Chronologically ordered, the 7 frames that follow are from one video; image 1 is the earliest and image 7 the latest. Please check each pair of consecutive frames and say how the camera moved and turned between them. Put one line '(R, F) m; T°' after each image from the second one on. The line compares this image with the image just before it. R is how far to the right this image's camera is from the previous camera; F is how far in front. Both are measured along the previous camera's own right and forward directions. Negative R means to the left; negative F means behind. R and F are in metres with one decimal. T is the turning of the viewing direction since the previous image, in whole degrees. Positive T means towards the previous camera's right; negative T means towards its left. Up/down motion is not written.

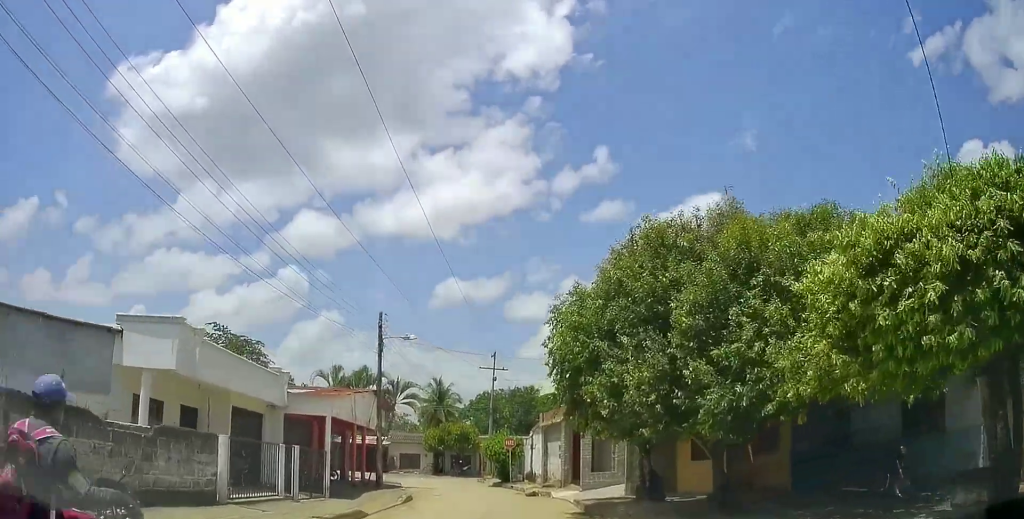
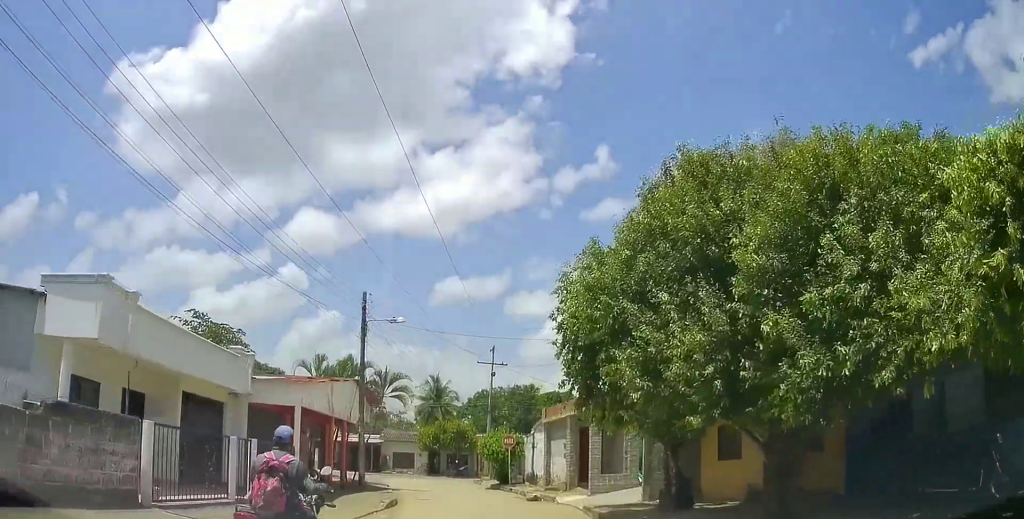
(-0.1, +2.8) m; 0°
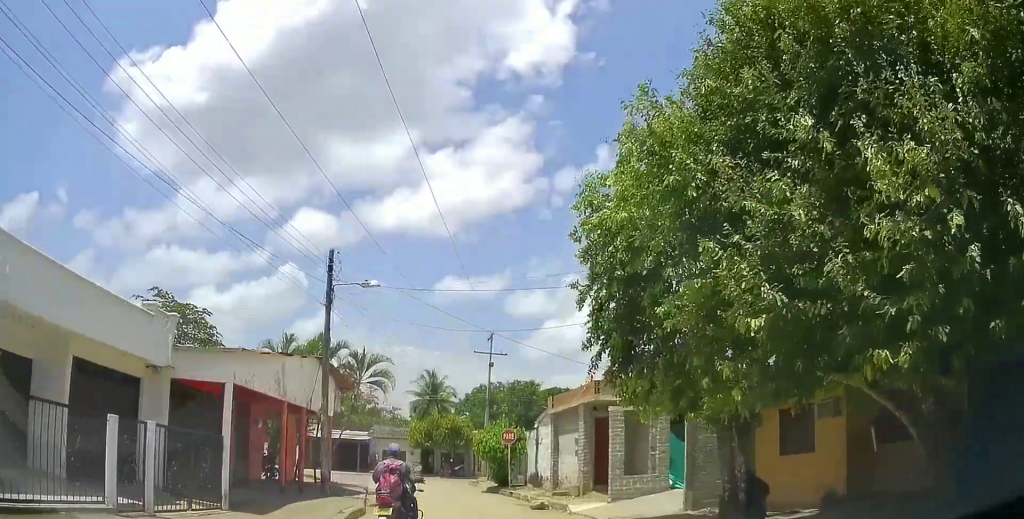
(-0.1, +4.2) m; -1°
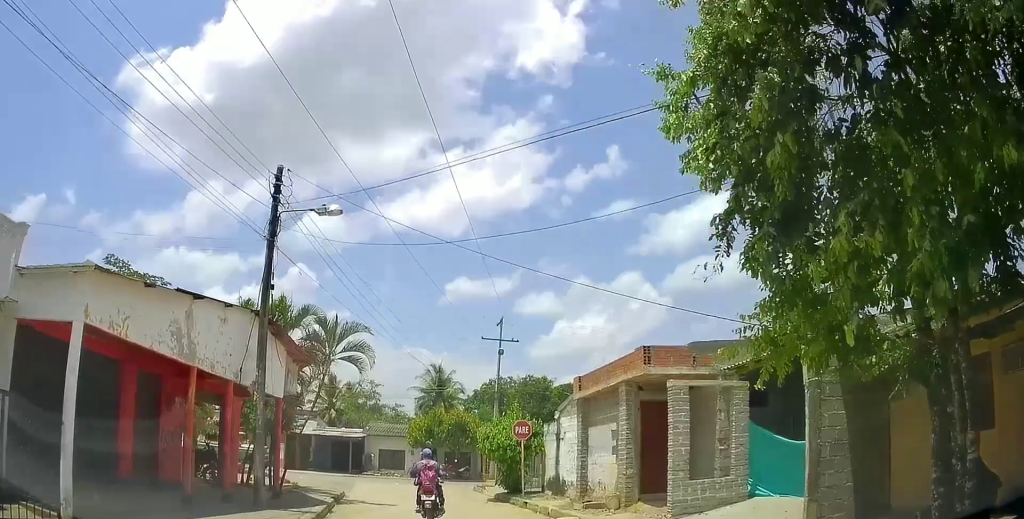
(0.0, +5.1) m; -4°
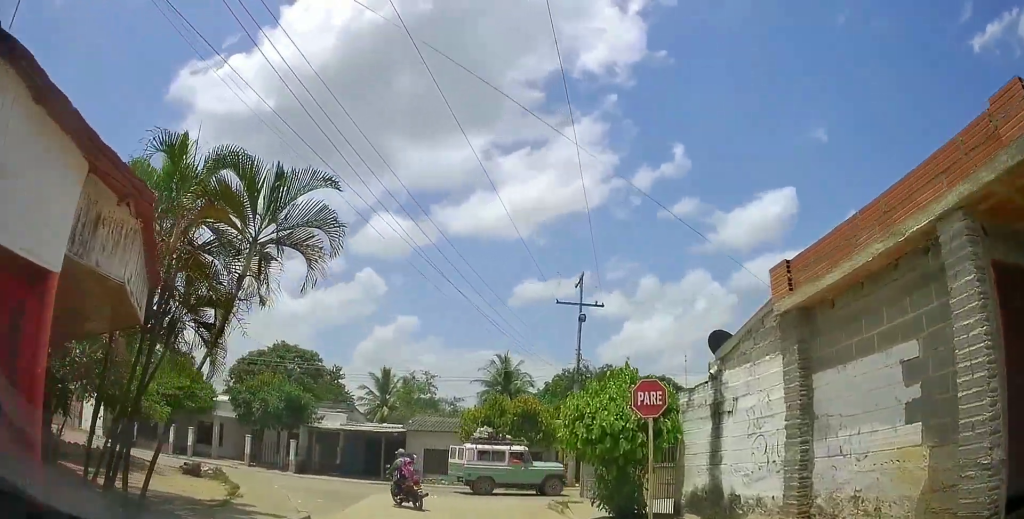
(-0.6, +9.6) m; -4°
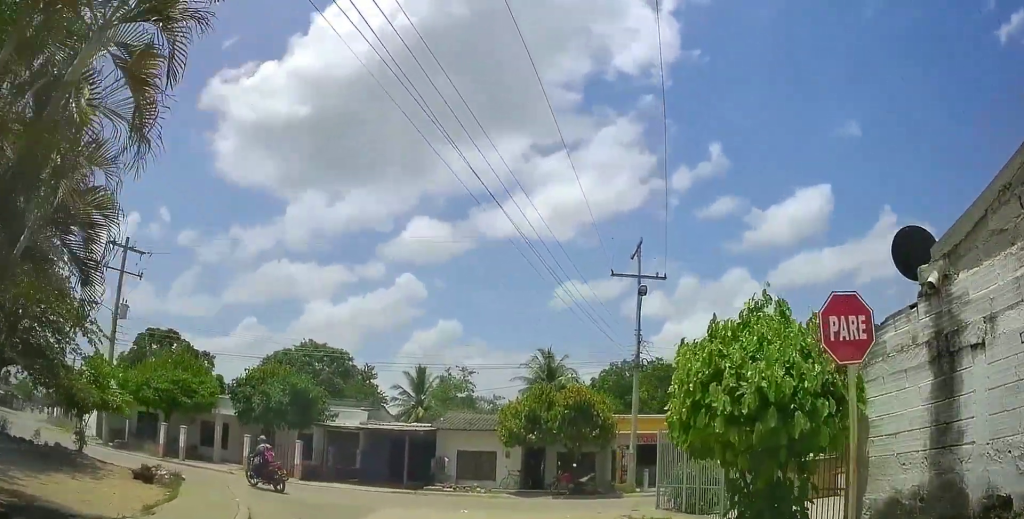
(0.0, +4.9) m; -5°
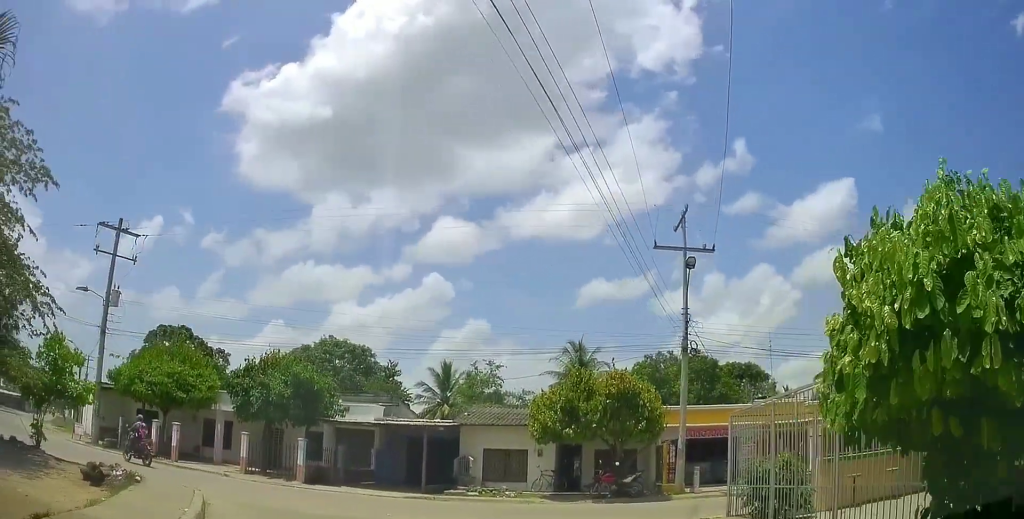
(-0.3, +2.9) m; -2°
